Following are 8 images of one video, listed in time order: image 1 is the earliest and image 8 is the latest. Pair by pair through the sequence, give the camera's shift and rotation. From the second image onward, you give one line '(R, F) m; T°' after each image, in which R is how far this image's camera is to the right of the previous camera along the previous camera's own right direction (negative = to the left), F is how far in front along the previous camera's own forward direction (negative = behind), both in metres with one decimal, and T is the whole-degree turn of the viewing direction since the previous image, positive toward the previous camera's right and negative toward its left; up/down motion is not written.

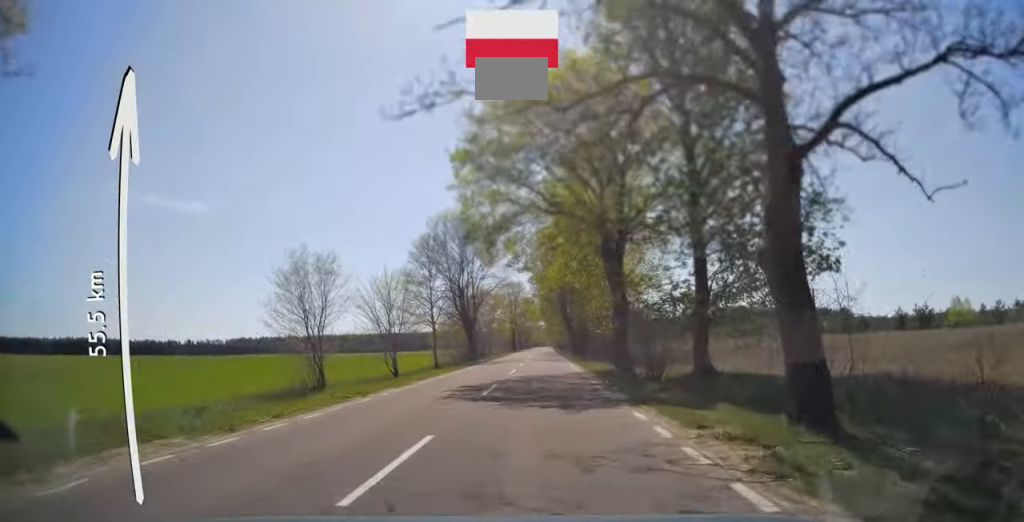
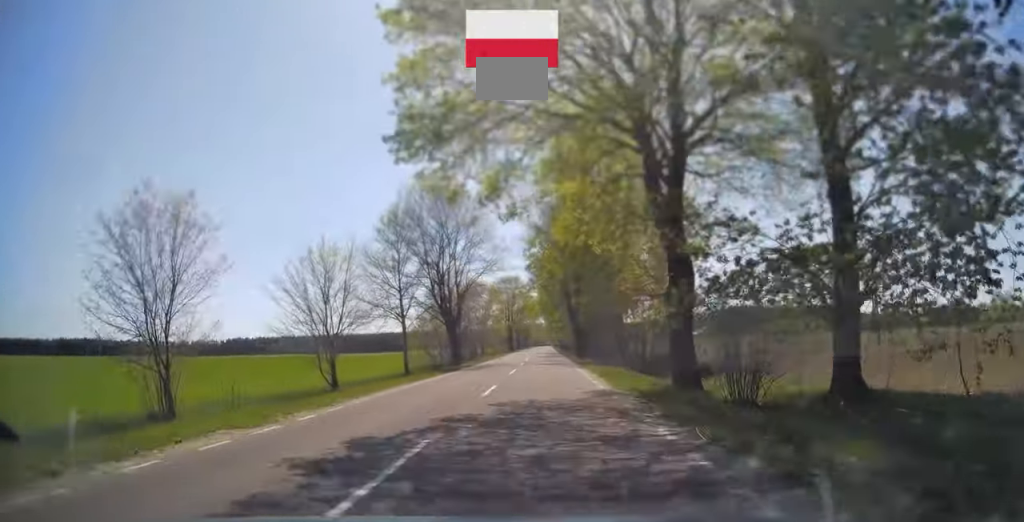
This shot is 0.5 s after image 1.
(0.0, +12.0) m; 0°
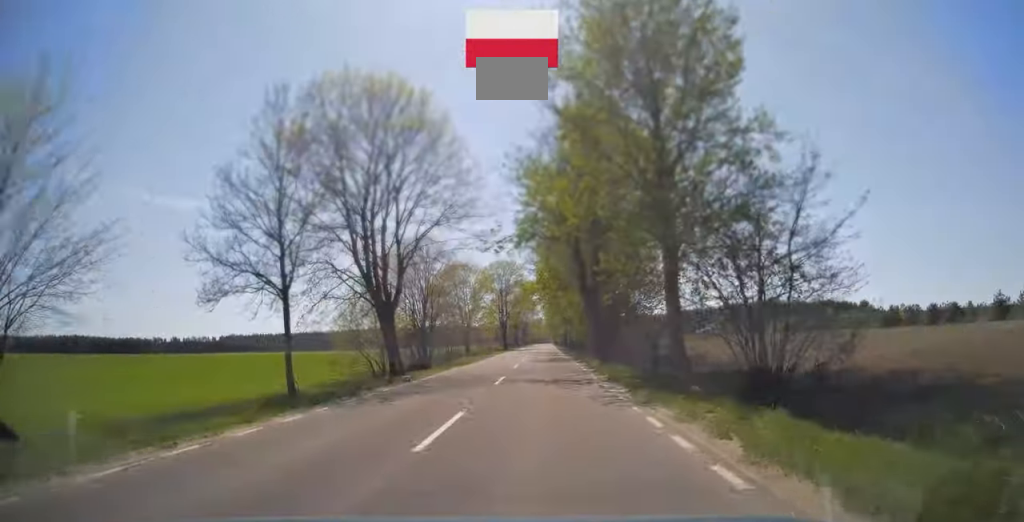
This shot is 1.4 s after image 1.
(+0.1, +20.5) m; 0°
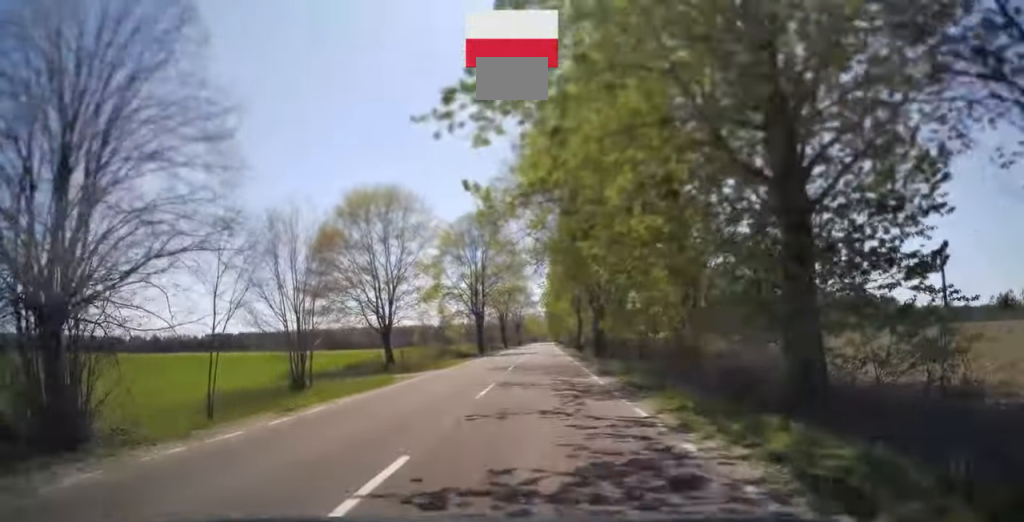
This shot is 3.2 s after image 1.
(+0.1, +39.9) m; 0°
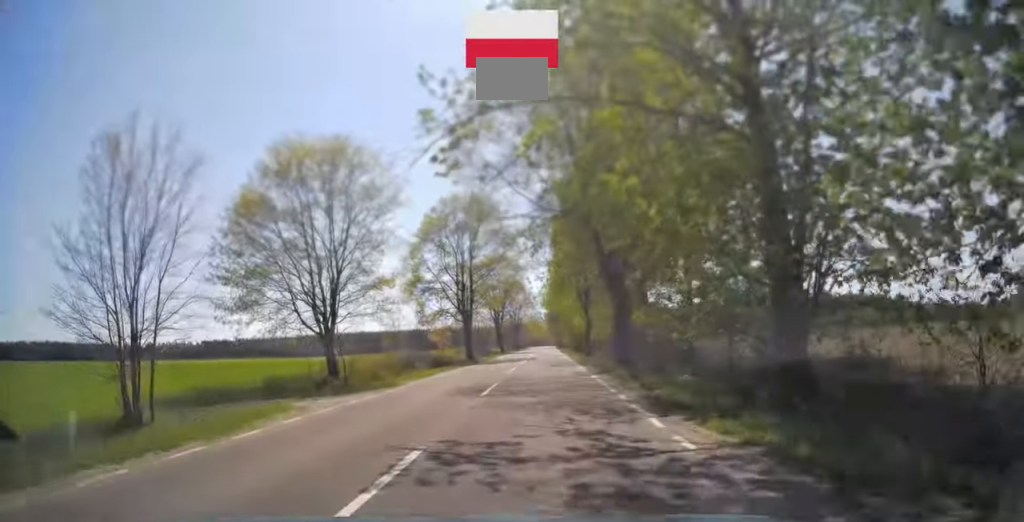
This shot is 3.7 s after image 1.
(+0.1, +11.1) m; 0°
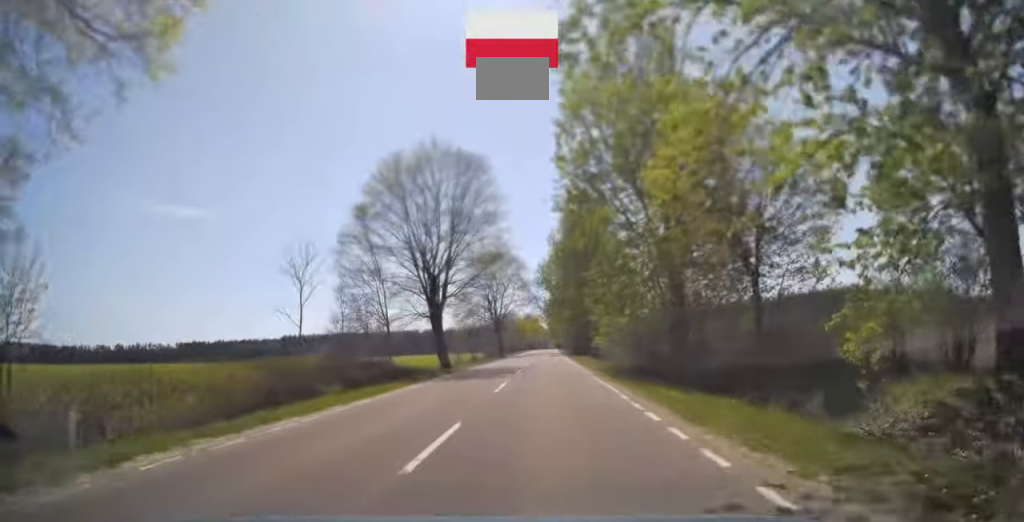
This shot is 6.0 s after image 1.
(-0.2, +56.1) m; 0°
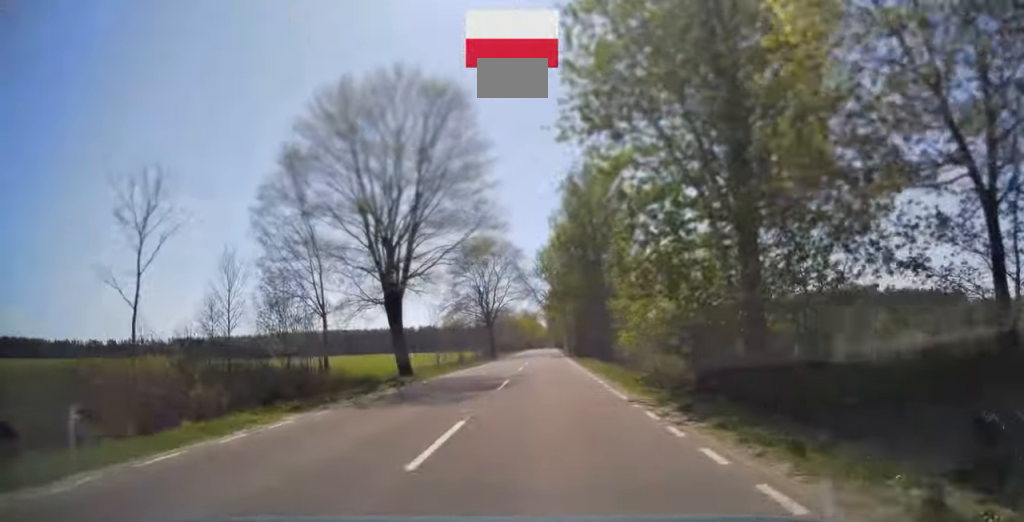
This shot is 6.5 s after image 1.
(0.0, +11.8) m; 0°
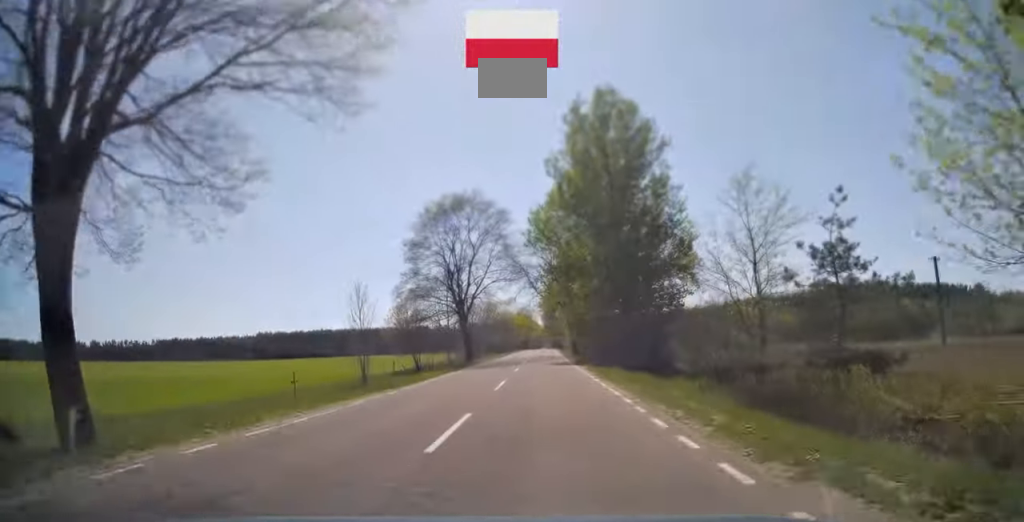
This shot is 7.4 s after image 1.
(0.0, +22.6) m; 0°
